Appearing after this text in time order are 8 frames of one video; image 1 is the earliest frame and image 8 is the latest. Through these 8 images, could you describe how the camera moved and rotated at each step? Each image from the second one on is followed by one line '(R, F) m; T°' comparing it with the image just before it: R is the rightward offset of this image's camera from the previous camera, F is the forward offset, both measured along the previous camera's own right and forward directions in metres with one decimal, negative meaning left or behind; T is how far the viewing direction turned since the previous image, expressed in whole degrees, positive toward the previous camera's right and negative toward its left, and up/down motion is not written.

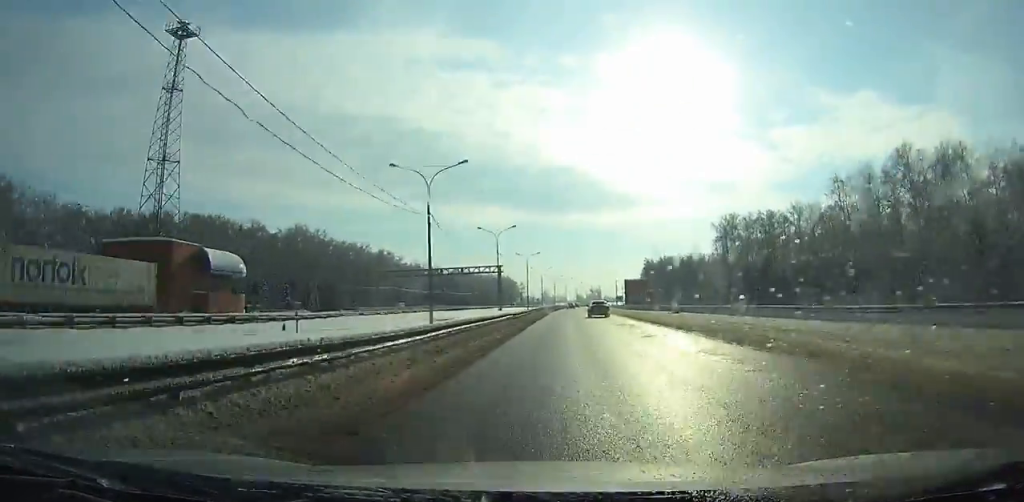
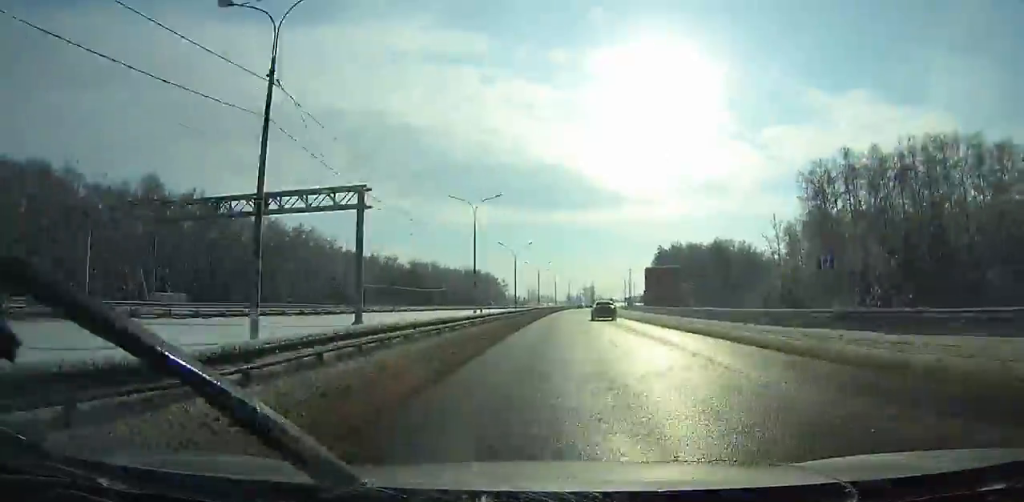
(+0.1, +64.3) m; +1°
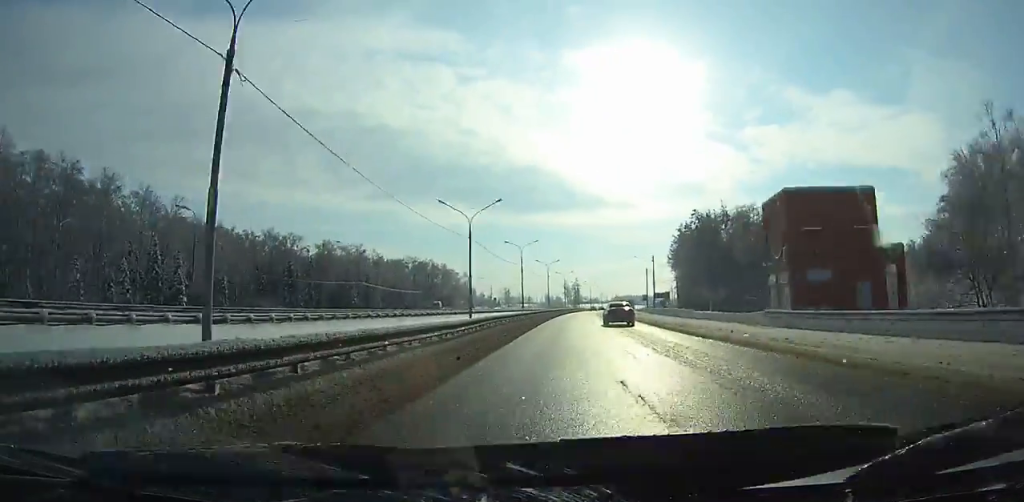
(+1.5, +83.9) m; +3°
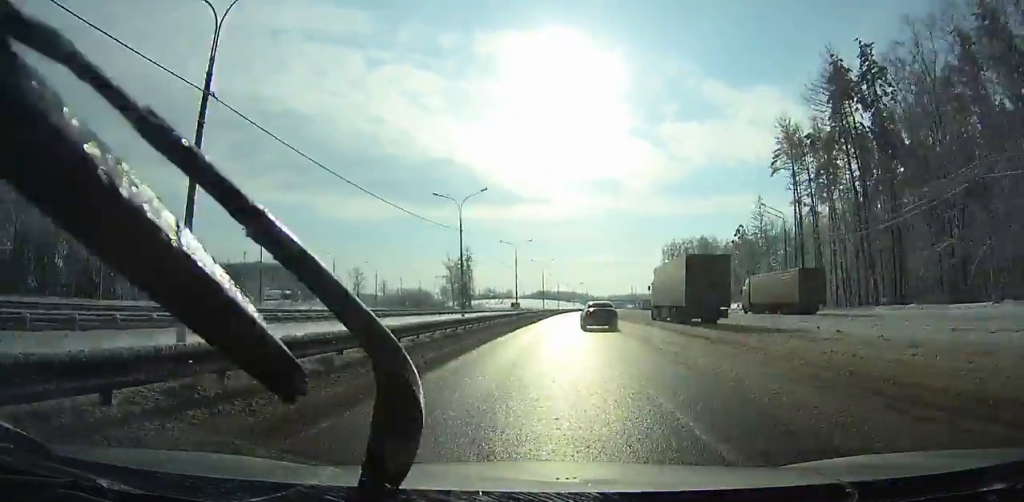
(+13.7, +198.2) m; +8°
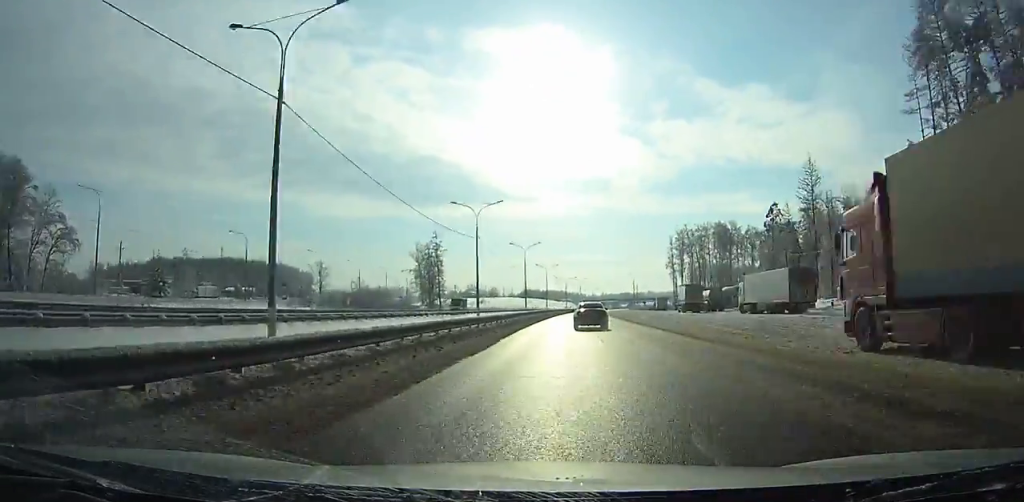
(+0.1, +36.5) m; +1°
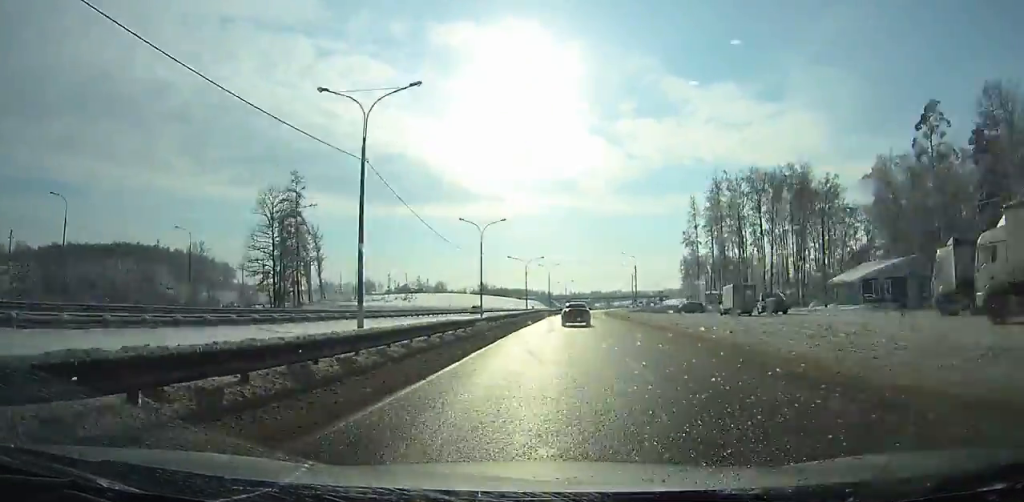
(+1.8, +72.5) m; +3°
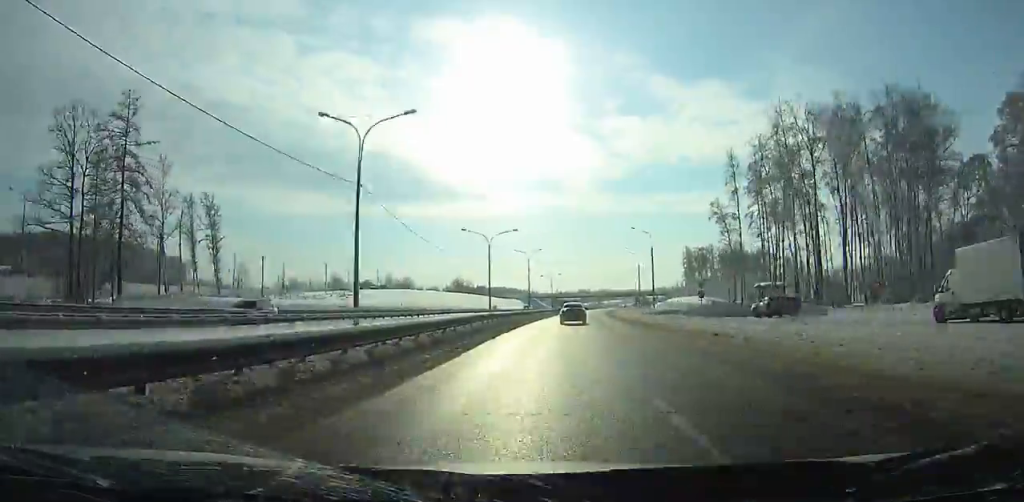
(+0.5, +38.8) m; +2°
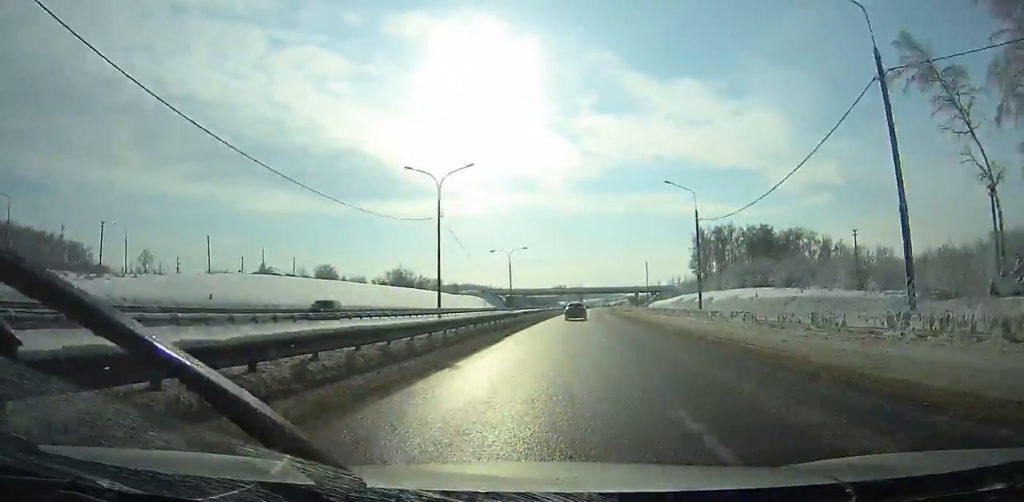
(+1.1, +66.3) m; +3°
